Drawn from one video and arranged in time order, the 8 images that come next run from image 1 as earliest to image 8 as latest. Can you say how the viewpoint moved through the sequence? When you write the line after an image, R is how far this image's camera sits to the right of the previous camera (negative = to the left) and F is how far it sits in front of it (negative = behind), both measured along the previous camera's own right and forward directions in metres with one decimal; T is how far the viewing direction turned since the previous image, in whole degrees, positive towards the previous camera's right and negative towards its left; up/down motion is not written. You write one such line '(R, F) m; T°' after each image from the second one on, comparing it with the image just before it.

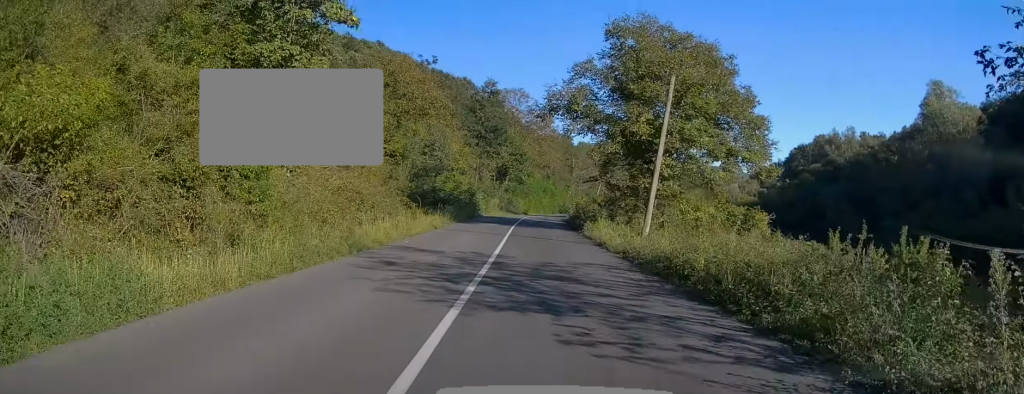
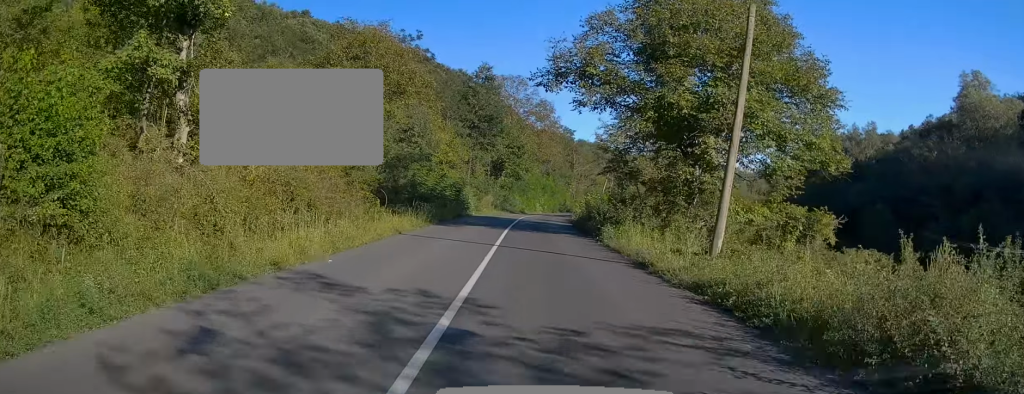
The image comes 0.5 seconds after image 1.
(0.0, +7.5) m; 0°
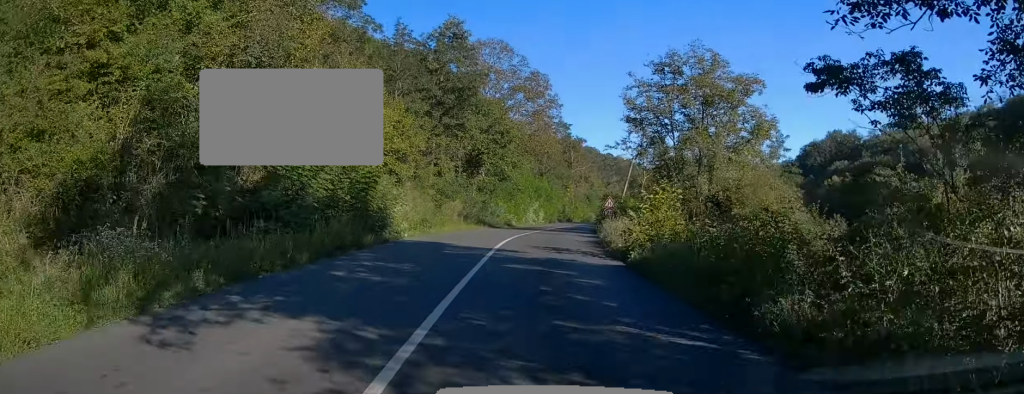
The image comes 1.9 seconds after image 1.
(+0.1, +20.3) m; +1°
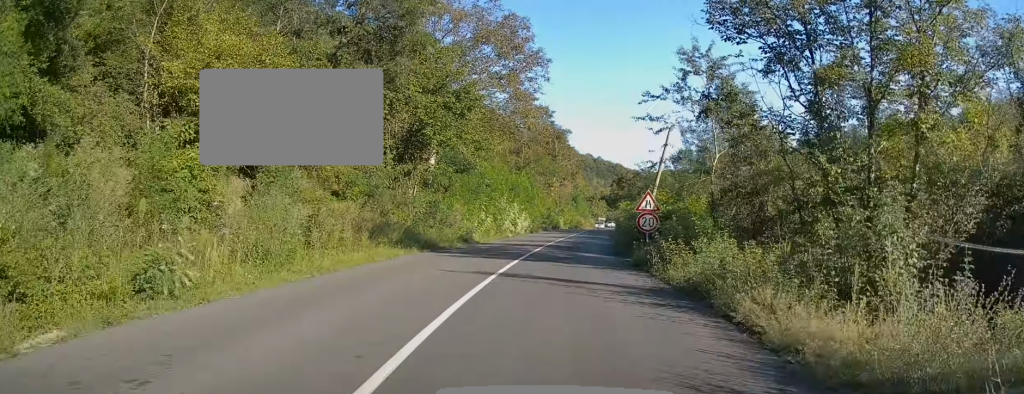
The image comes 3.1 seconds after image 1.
(+0.2, +18.5) m; +4°
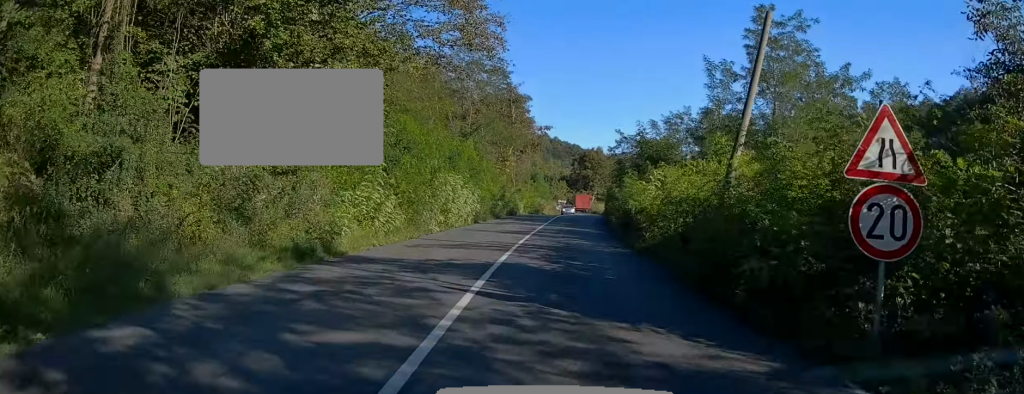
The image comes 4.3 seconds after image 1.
(+1.1, +16.3) m; +6°
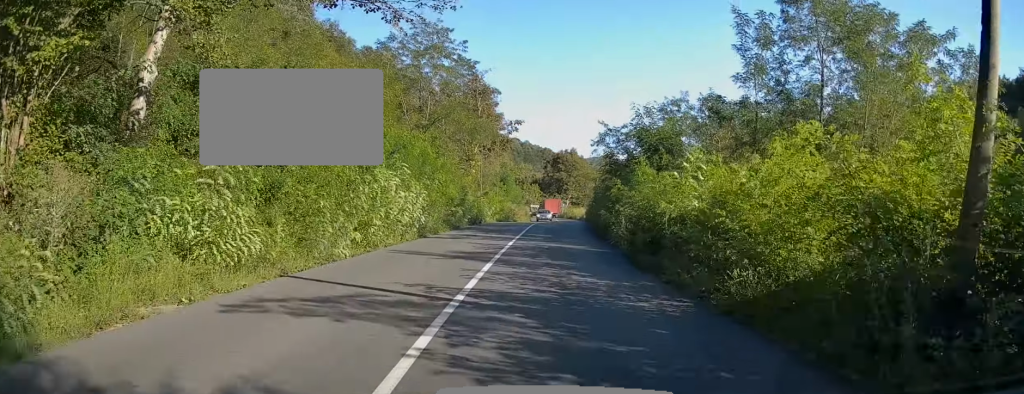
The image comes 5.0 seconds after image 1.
(+0.2, +8.5) m; +2°
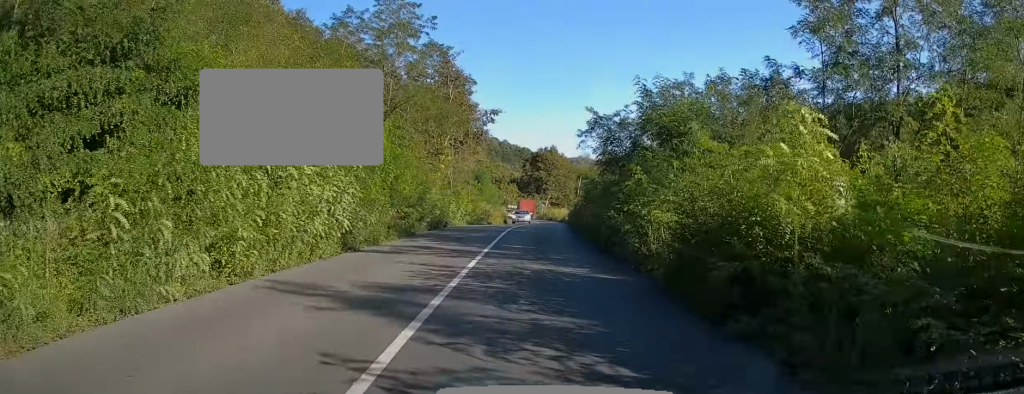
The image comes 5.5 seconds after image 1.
(+0.1, +6.6) m; +2°
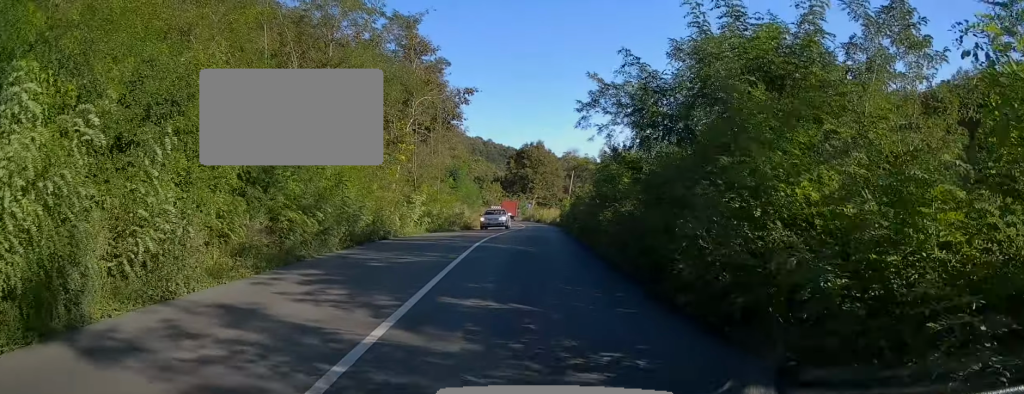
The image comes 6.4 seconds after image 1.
(+0.2, +10.1) m; +2°
